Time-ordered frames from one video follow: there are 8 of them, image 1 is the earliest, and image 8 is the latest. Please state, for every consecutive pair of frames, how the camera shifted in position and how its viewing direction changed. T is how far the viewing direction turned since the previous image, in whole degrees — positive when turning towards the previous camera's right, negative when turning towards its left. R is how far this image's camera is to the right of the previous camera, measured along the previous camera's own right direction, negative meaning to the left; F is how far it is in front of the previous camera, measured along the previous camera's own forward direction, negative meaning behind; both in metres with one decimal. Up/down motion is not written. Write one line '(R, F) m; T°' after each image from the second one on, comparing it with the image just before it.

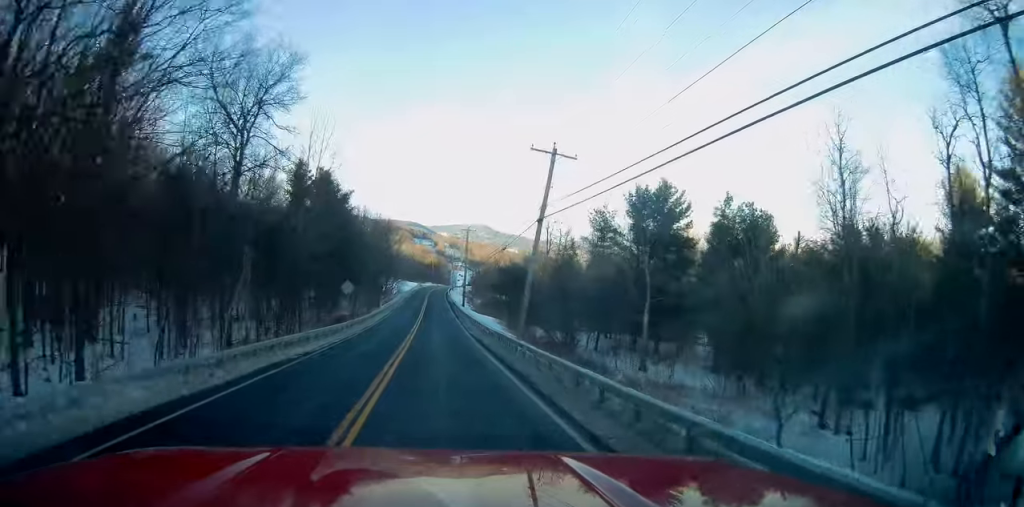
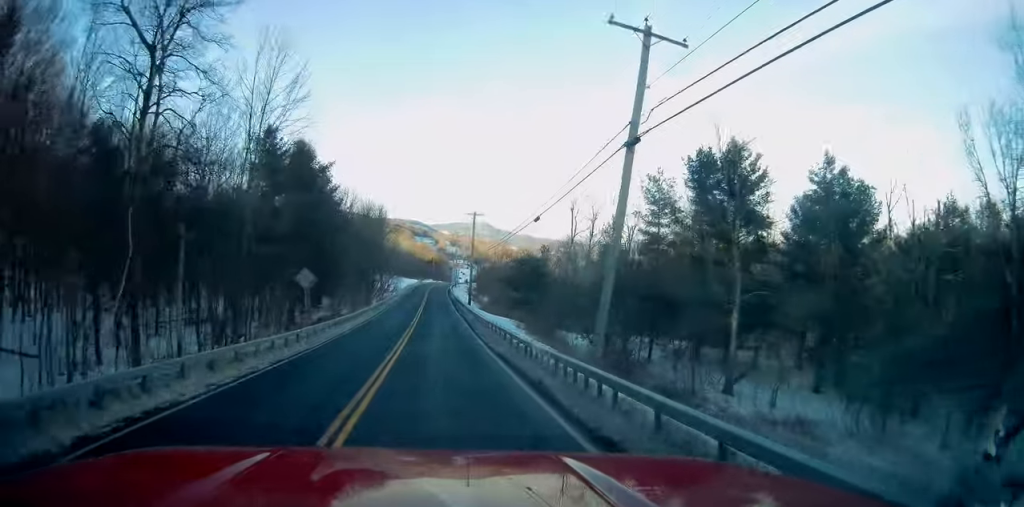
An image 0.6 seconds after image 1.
(-0.1, +13.6) m; 0°
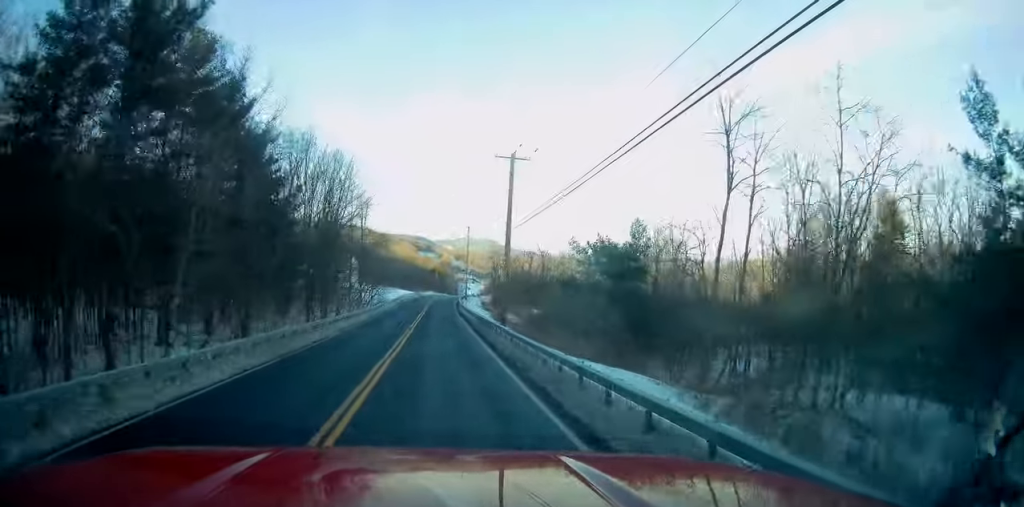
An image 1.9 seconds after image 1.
(+0.3, +33.8) m; 0°
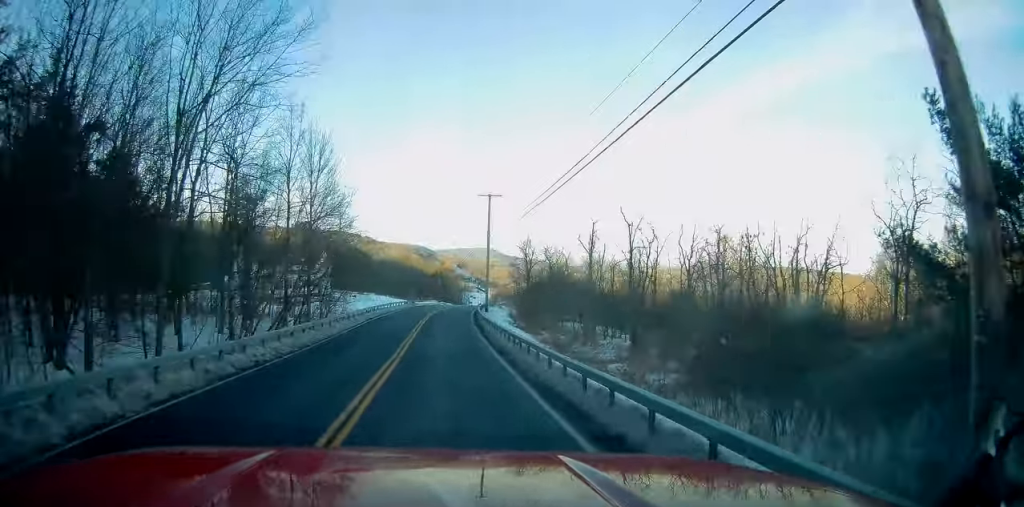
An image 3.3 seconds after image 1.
(-0.3, +34.4) m; 0°
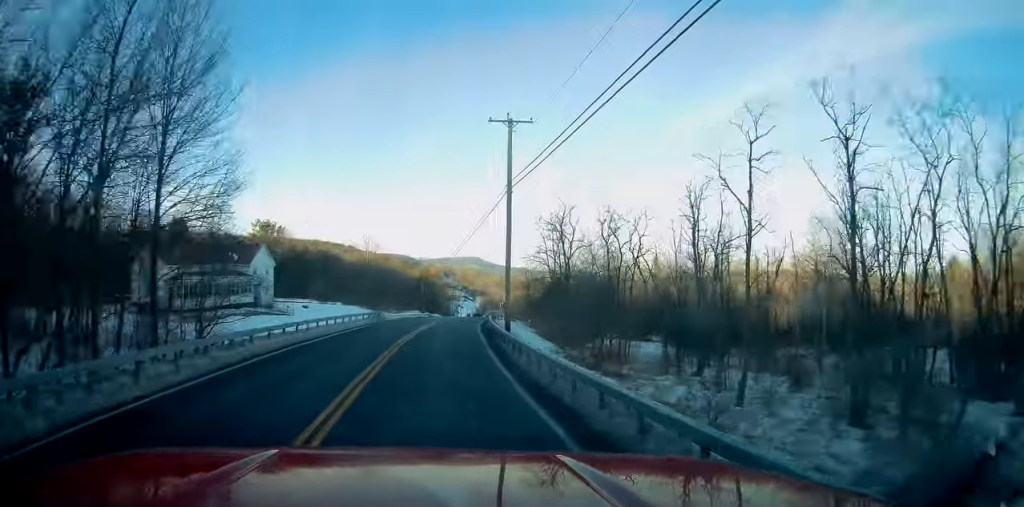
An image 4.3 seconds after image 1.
(0.0, +26.0) m; +1°
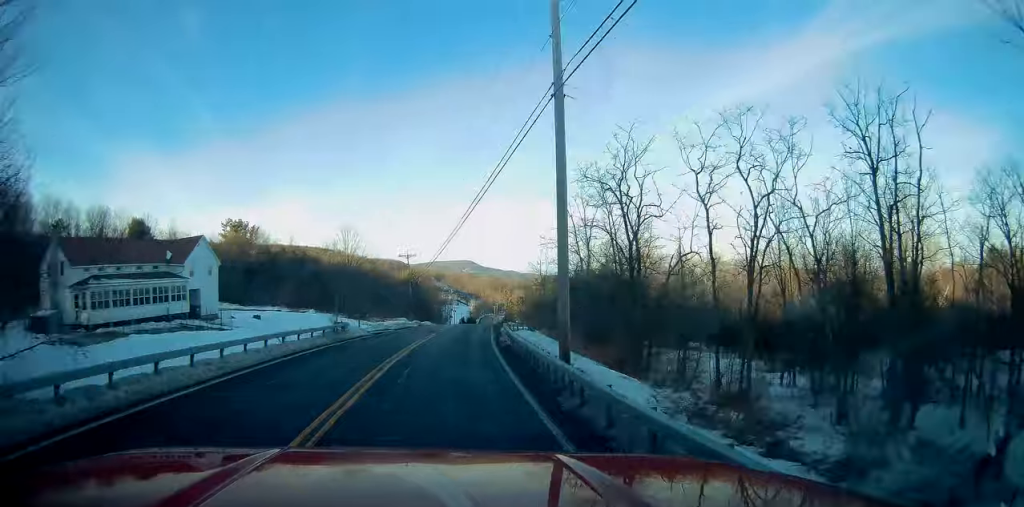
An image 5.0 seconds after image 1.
(+0.3, +15.6) m; +1°
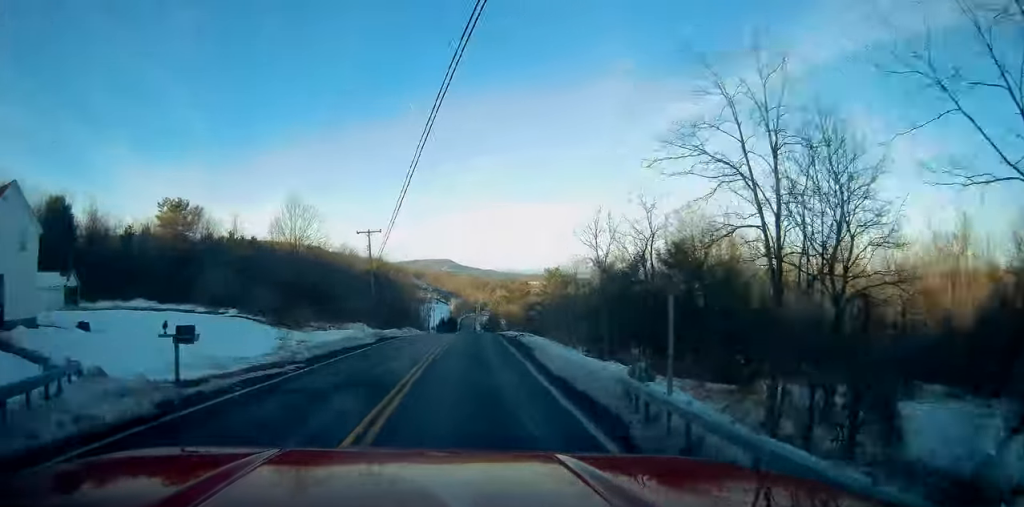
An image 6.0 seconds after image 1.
(+0.5, +25.2) m; +2°
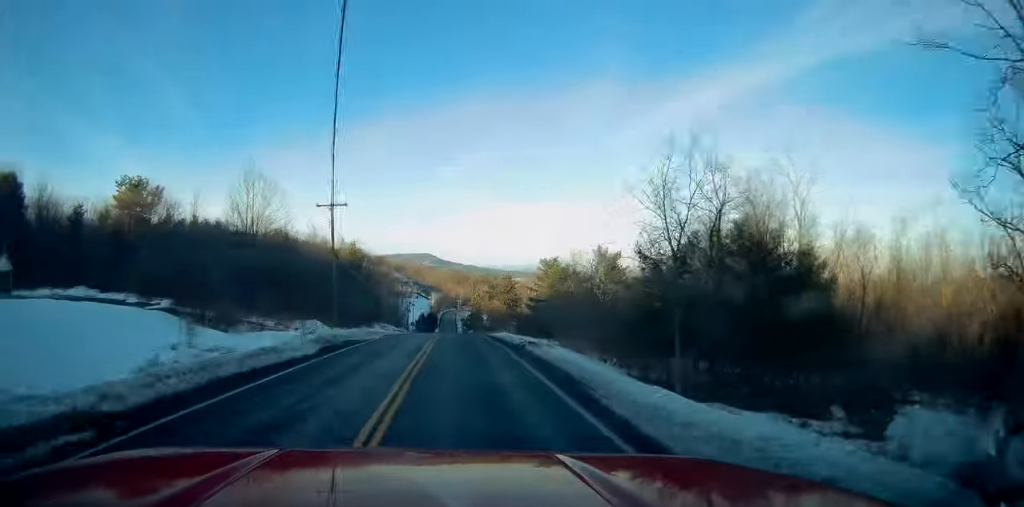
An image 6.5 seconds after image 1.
(0.0, +11.3) m; +1°
